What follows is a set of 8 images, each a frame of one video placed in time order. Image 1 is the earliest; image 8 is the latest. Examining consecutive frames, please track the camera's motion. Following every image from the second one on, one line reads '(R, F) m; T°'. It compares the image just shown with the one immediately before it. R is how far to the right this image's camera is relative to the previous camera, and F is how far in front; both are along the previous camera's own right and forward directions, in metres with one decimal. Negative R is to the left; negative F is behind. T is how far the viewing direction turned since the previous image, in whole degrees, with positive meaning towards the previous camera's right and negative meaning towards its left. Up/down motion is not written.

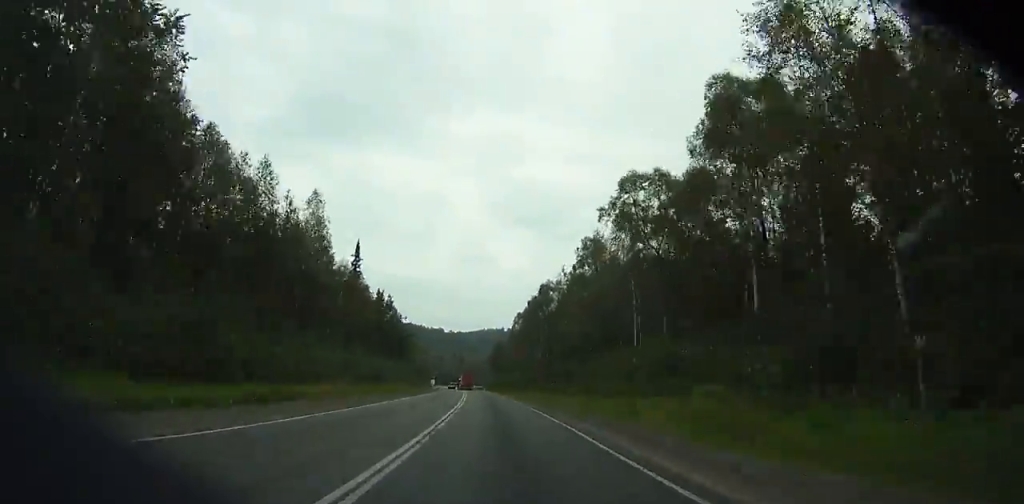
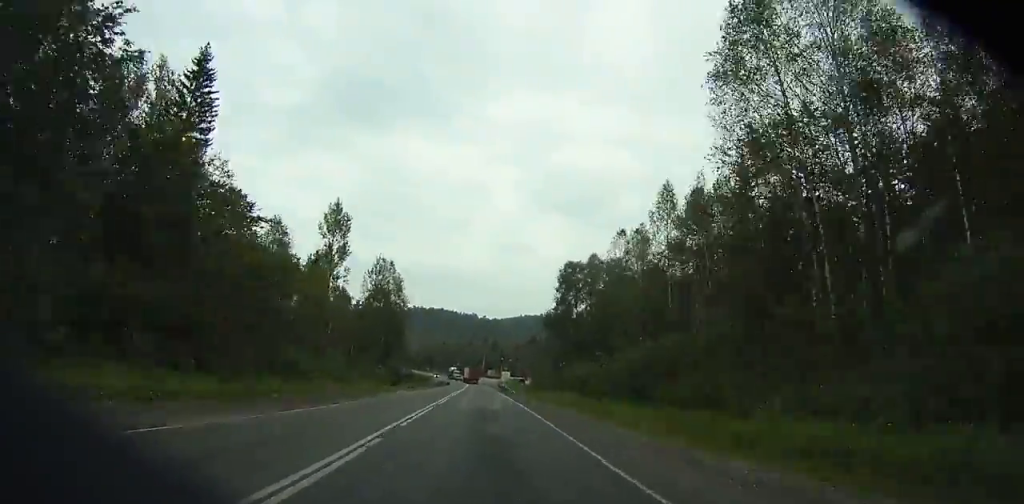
(-7.7, +110.2) m; -1°
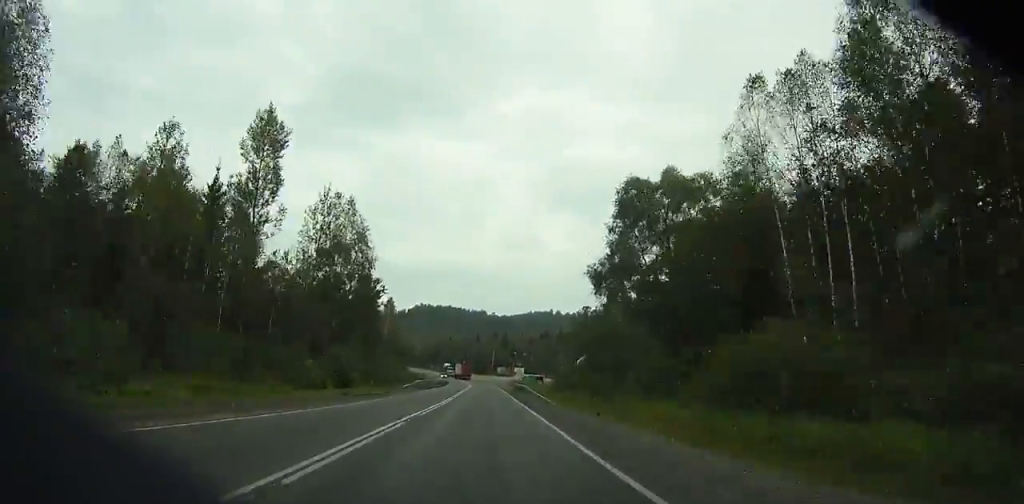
(+3.9, +32.9) m; +1°
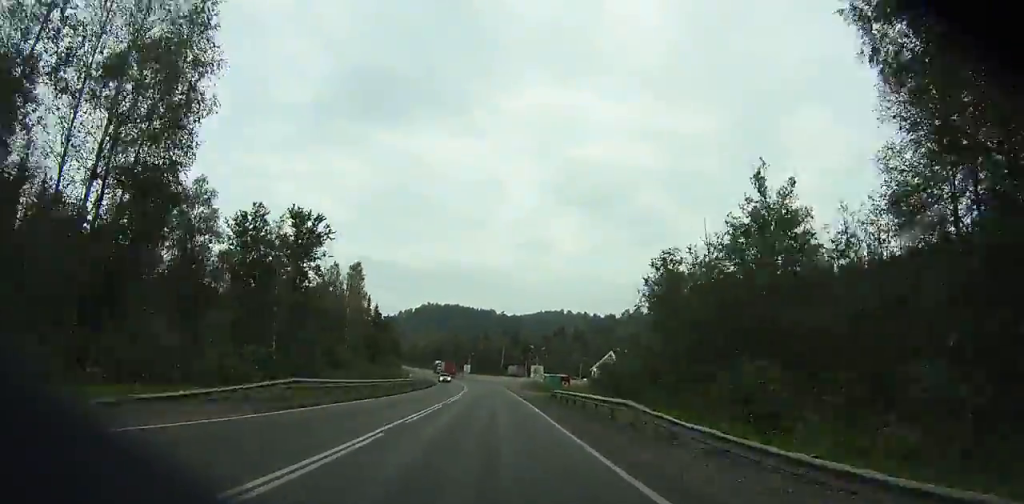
(+0.3, +39.9) m; -1°
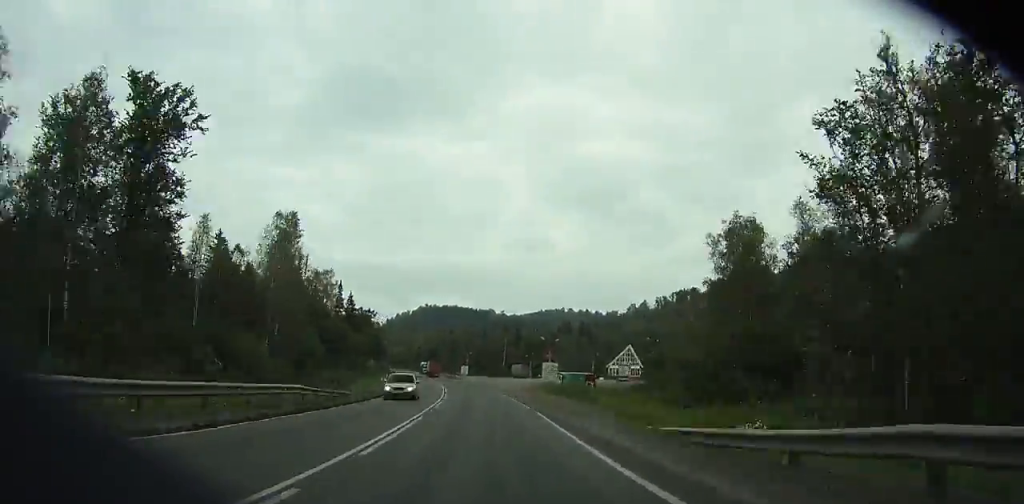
(-1.3, +29.0) m; -3°
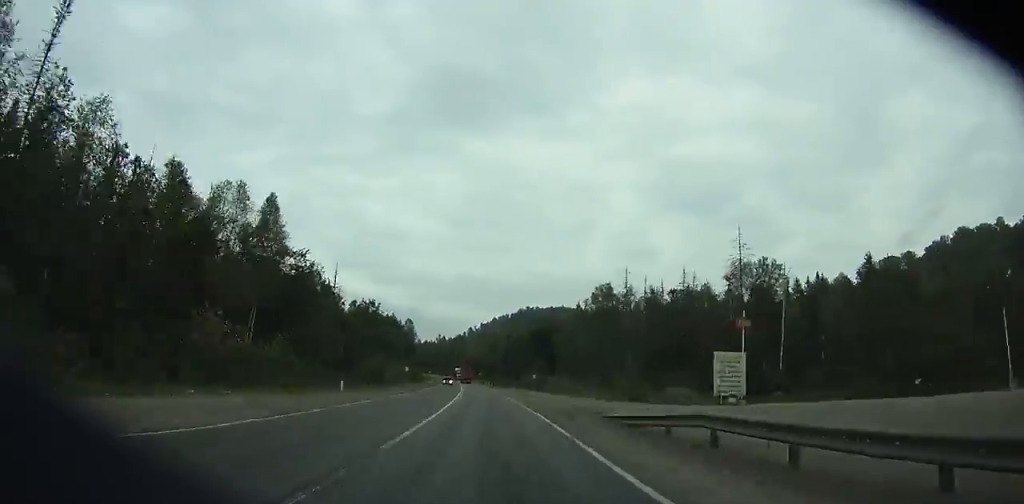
(-20.5, +189.5) m; -10°
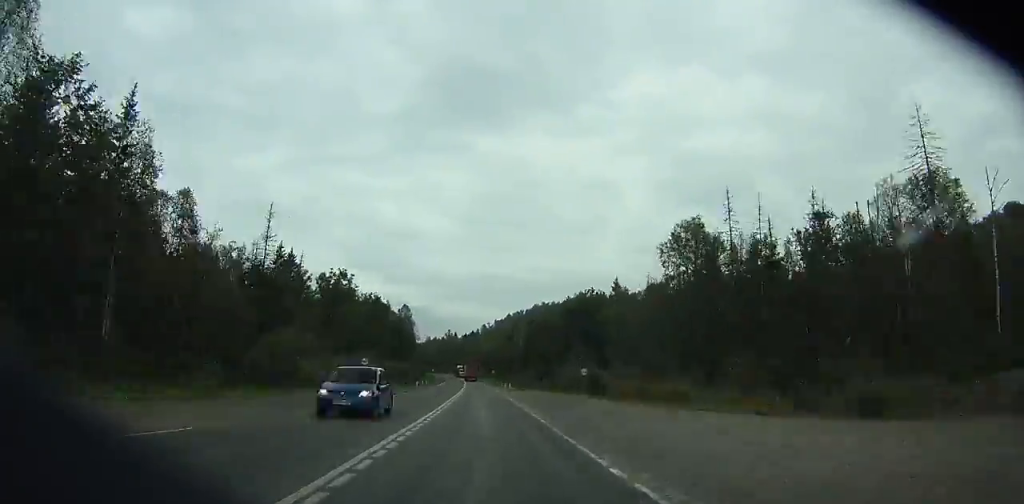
(0.0, +37.1) m; -1°
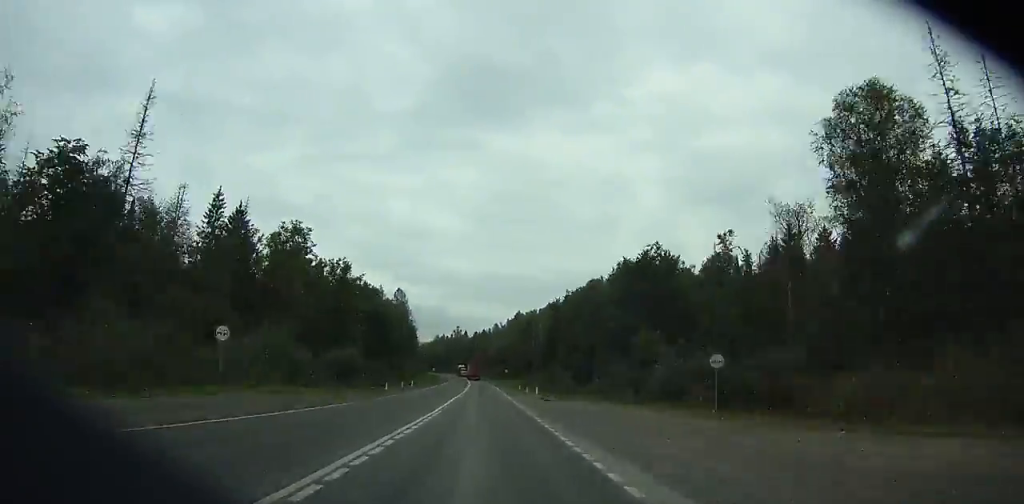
(-0.6, +30.6) m; -1°
